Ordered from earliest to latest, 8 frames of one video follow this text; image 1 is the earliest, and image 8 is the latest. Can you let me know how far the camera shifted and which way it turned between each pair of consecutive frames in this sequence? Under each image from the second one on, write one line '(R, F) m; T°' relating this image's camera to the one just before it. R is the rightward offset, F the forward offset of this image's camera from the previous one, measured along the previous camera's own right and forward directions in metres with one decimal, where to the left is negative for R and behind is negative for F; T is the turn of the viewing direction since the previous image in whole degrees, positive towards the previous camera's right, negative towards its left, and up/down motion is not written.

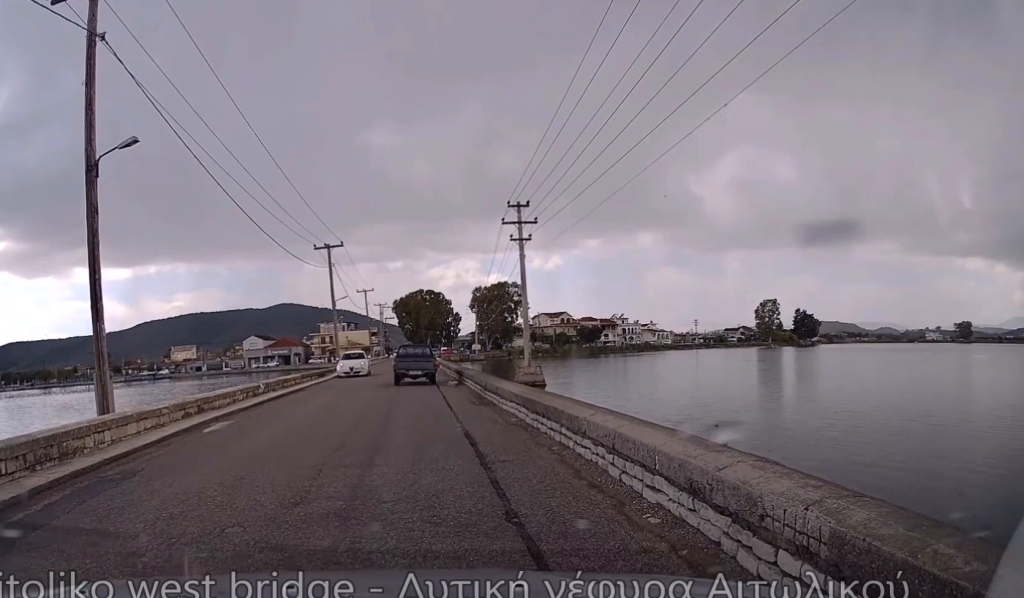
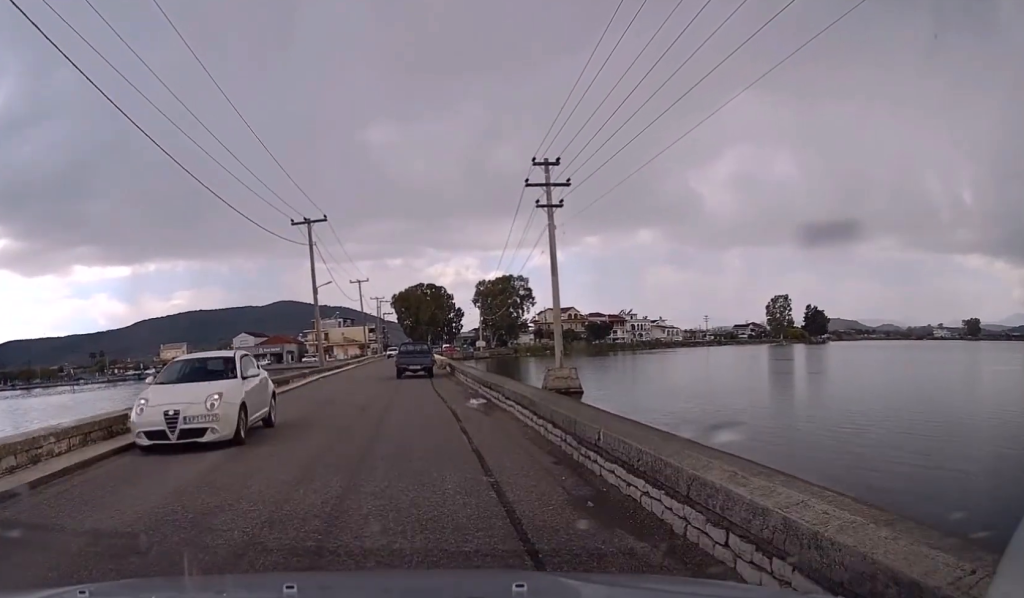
(-0.2, +12.0) m; -1°
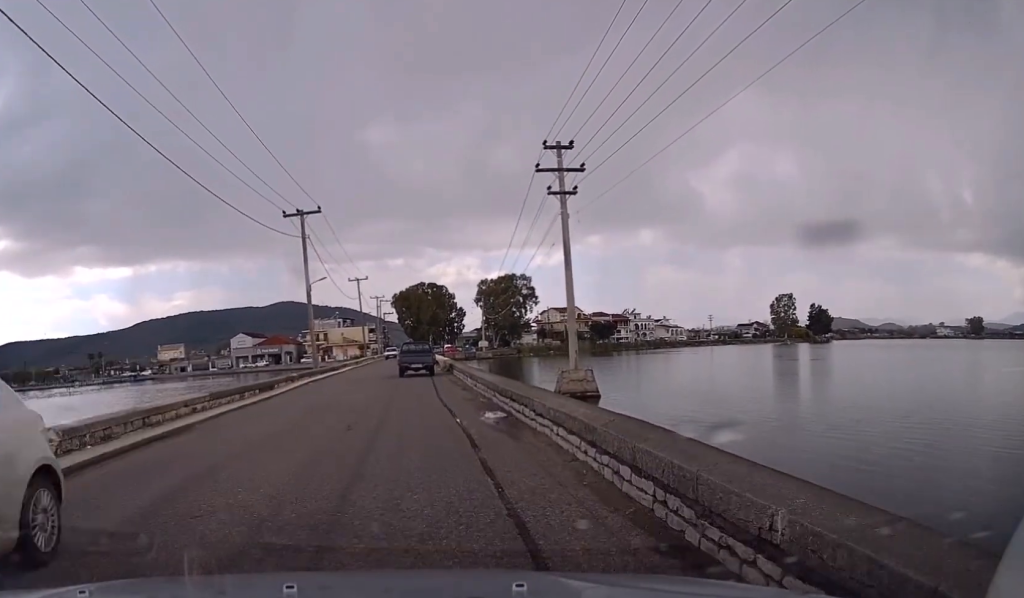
(-0.1, +3.6) m; +1°
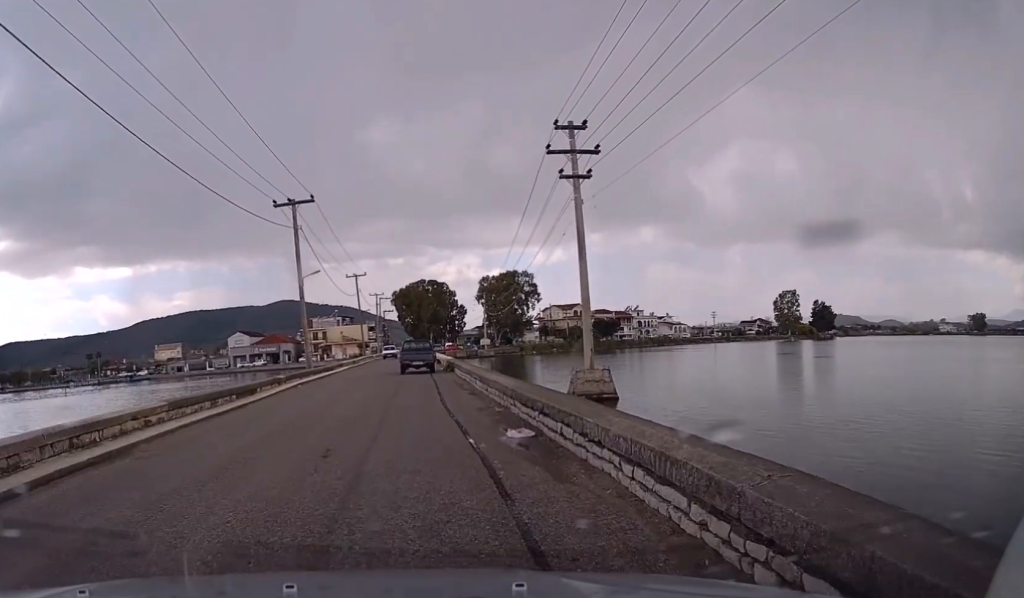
(0.0, +3.4) m; 0°
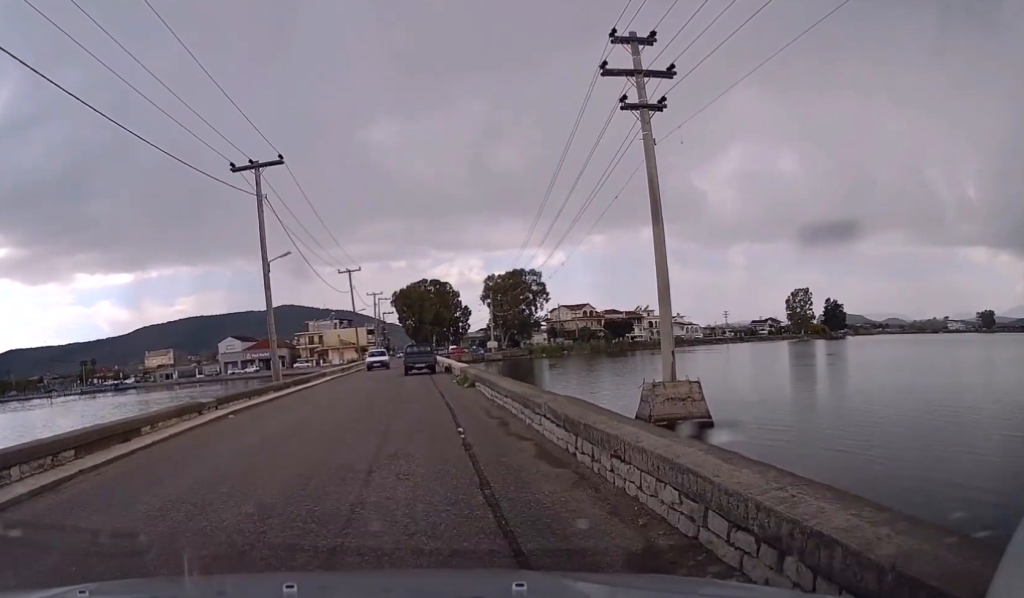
(0.0, +11.2) m; -1°
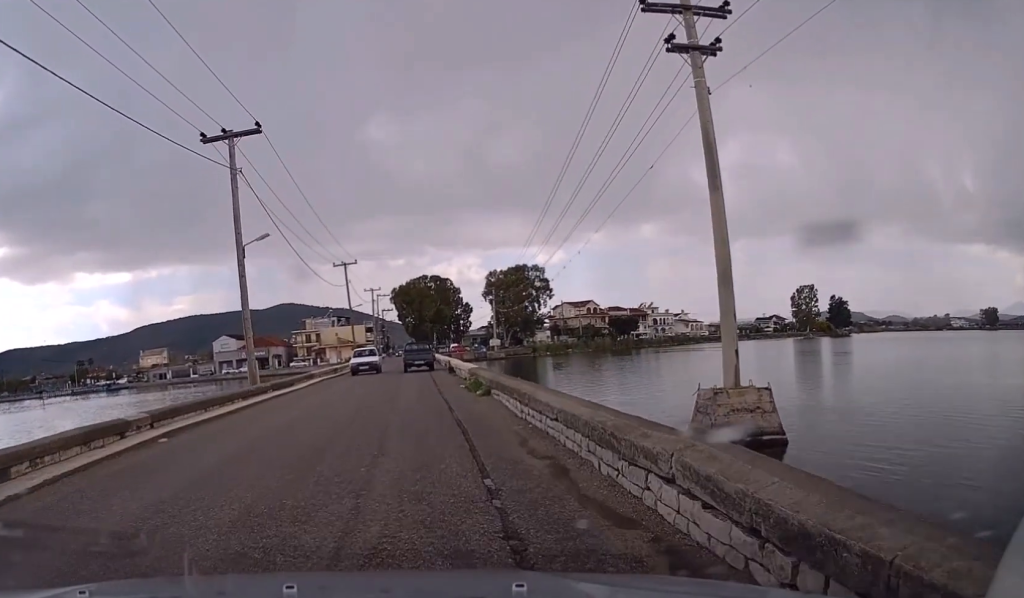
(-0.1, +5.2) m; 0°
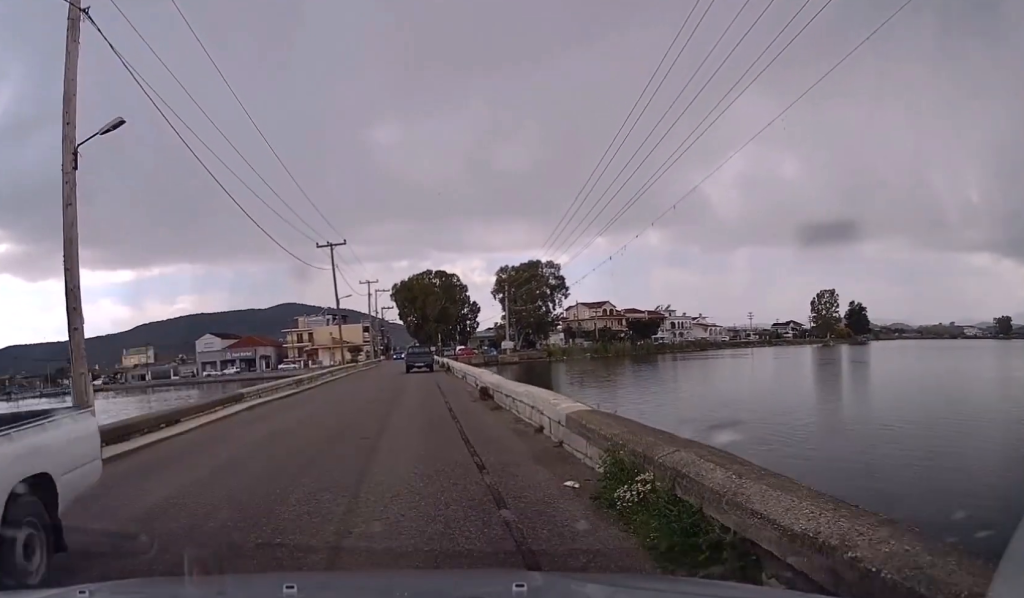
(+0.3, +15.9) m; 0°
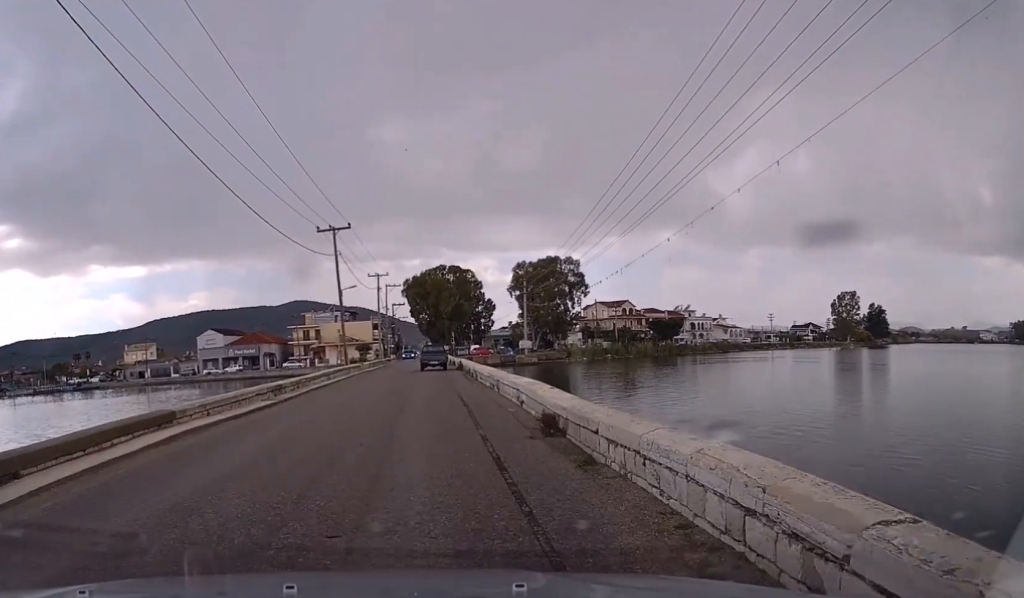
(-0.2, +7.7) m; -1°
